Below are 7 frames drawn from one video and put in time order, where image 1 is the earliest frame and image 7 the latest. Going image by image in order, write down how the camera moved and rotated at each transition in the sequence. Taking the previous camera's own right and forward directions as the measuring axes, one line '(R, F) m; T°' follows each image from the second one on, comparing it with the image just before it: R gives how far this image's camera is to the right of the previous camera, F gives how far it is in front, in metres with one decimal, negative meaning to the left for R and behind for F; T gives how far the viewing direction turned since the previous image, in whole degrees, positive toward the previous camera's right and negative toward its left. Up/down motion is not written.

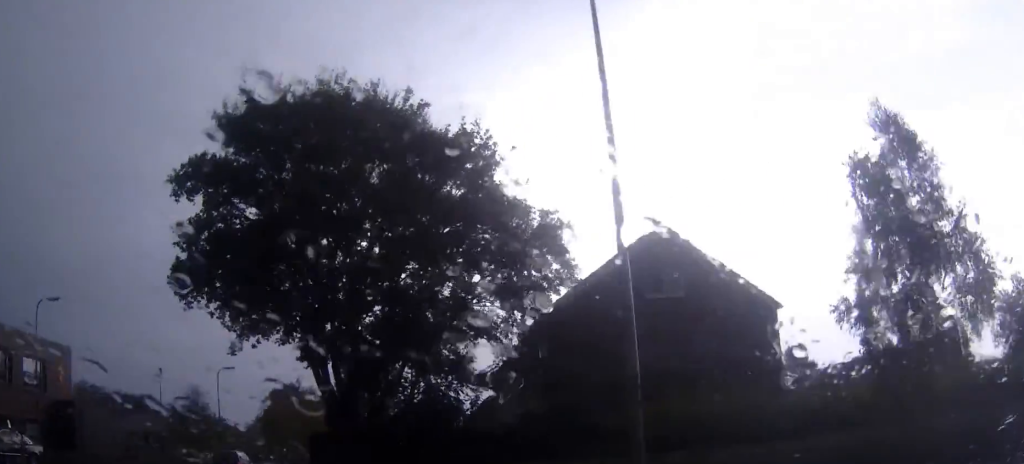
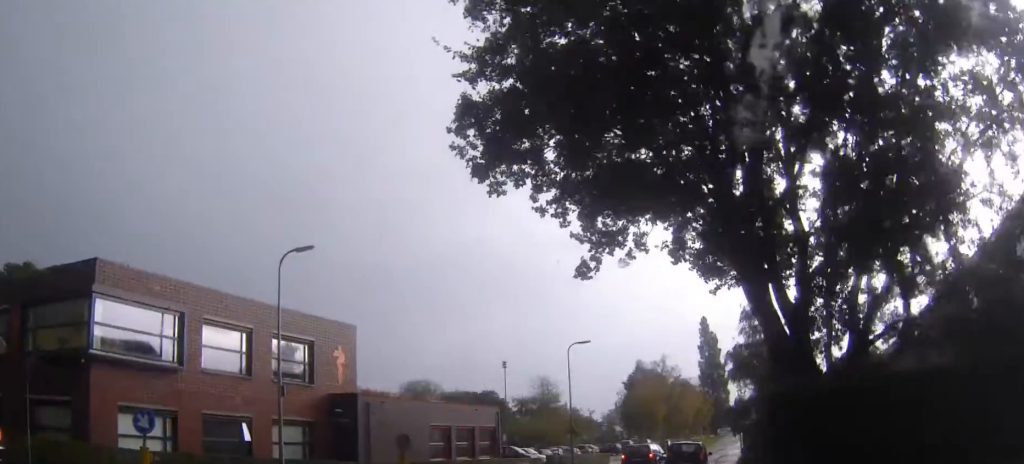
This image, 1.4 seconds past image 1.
(-2.7, +9.9) m; -23°
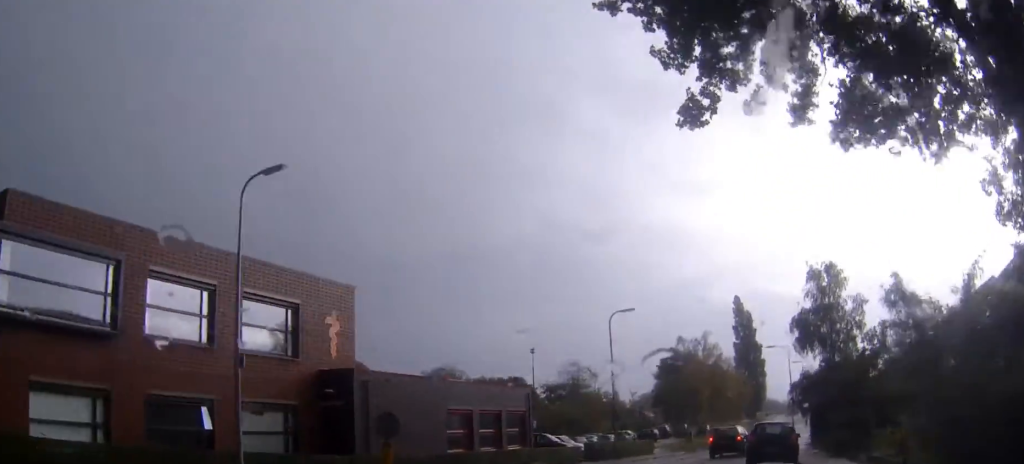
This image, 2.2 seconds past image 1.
(-0.5, +6.3) m; -3°
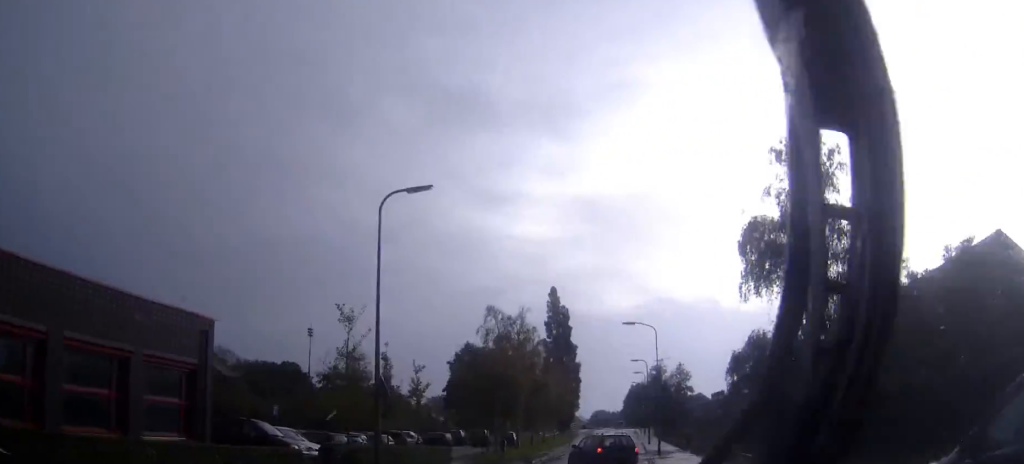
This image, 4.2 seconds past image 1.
(+1.6, +18.7) m; +13°
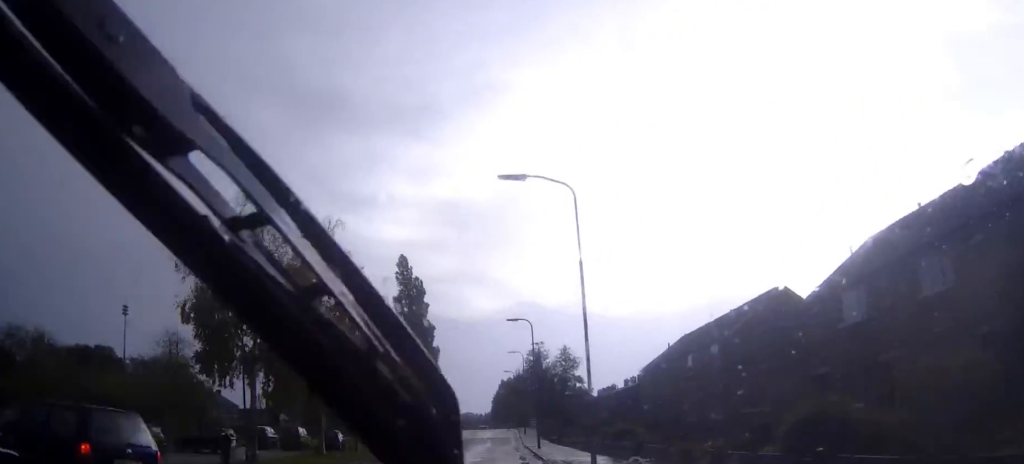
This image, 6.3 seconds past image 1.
(+2.8, +23.1) m; +10°
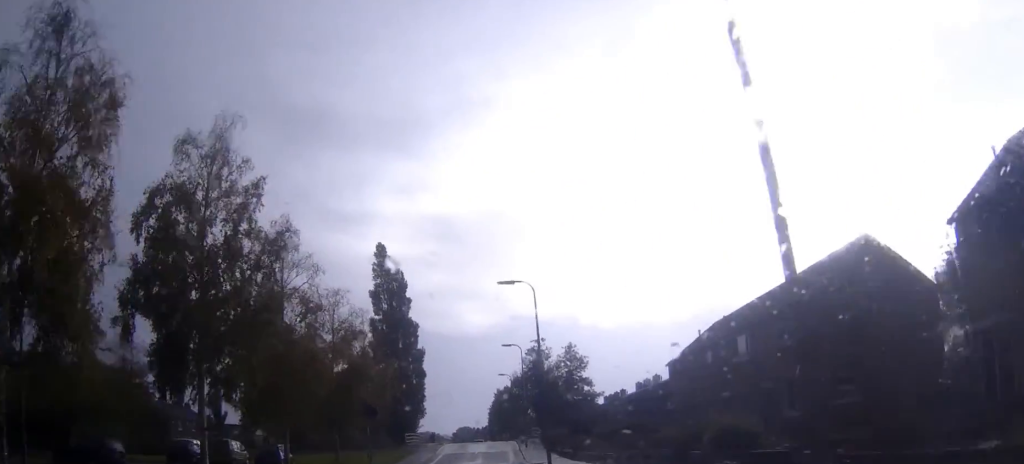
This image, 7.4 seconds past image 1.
(+0.2, +13.4) m; 0°
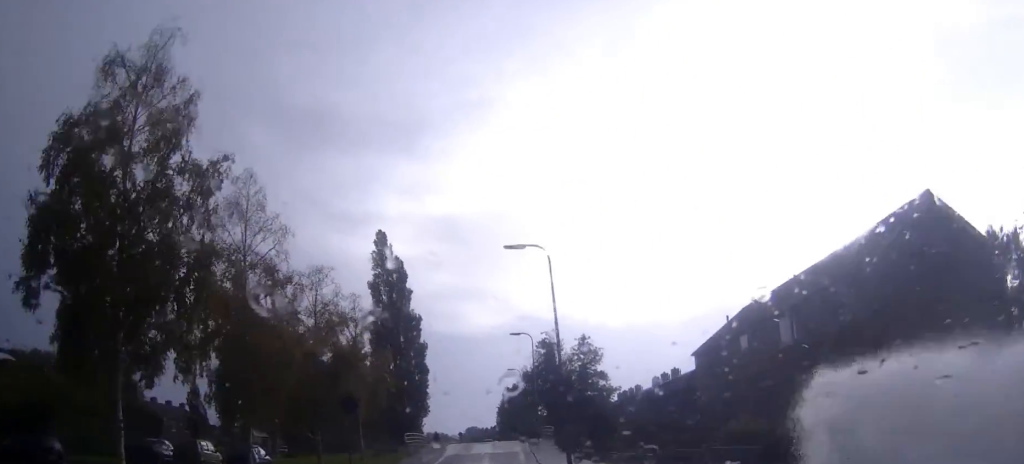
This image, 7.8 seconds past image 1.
(0.0, +5.7) m; 0°
